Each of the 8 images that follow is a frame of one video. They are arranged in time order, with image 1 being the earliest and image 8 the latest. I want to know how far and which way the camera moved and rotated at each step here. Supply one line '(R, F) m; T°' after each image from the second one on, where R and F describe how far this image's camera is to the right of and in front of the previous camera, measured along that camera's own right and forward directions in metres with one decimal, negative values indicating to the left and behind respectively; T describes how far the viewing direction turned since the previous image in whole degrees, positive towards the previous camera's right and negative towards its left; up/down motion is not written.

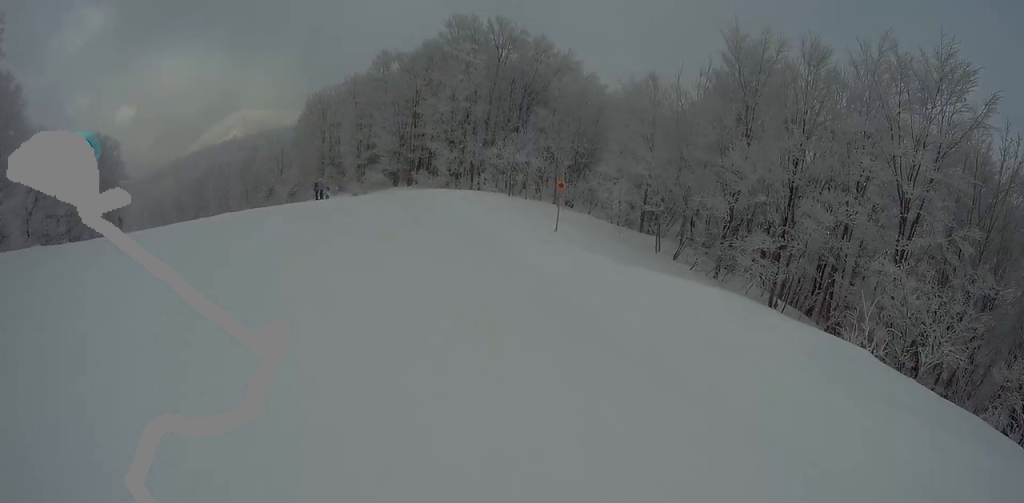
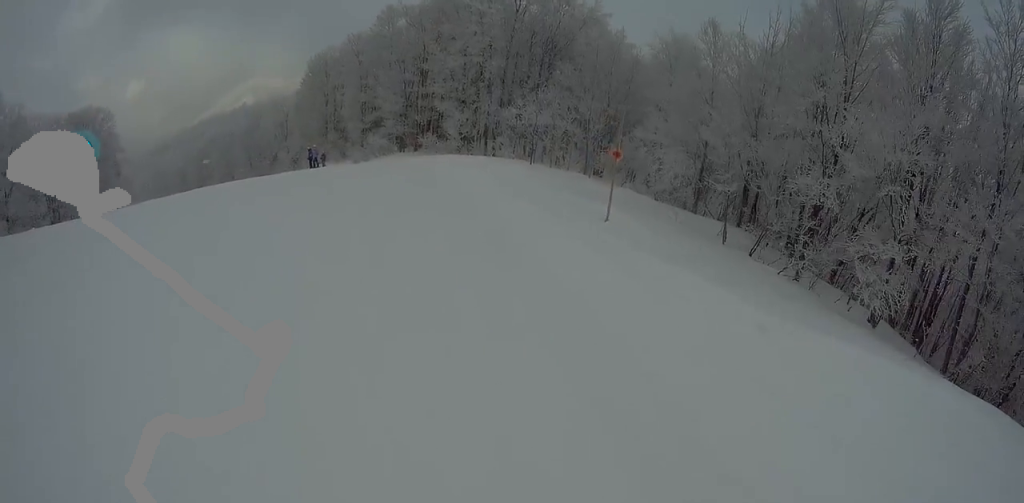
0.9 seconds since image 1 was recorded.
(0.0, +4.8) m; +8°
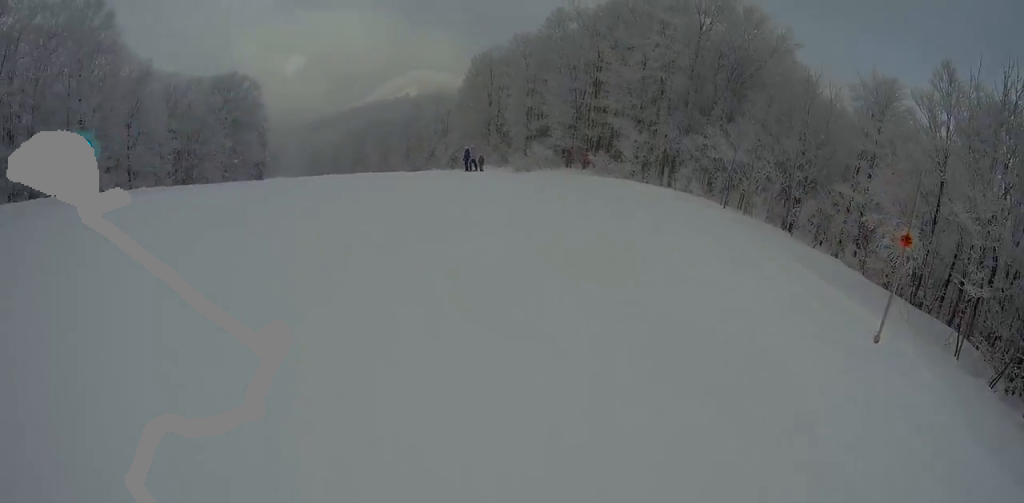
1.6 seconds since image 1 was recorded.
(+0.4, +3.9) m; 0°
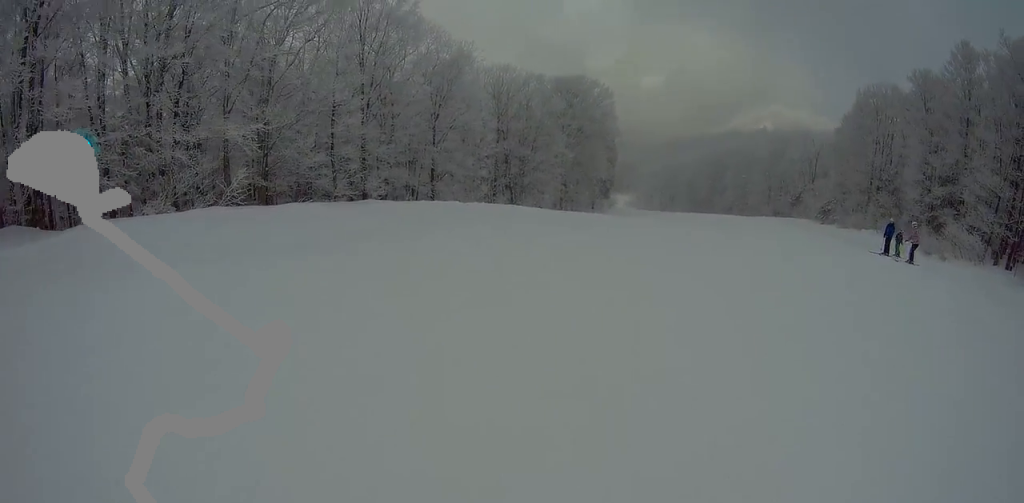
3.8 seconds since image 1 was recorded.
(-3.1, +10.1) m; -28°
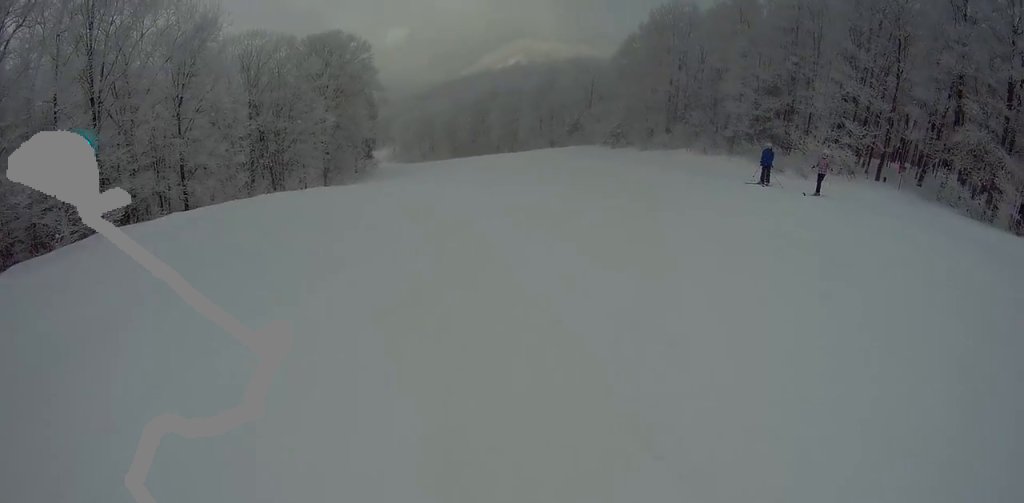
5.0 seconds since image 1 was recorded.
(+0.1, +6.2) m; -3°
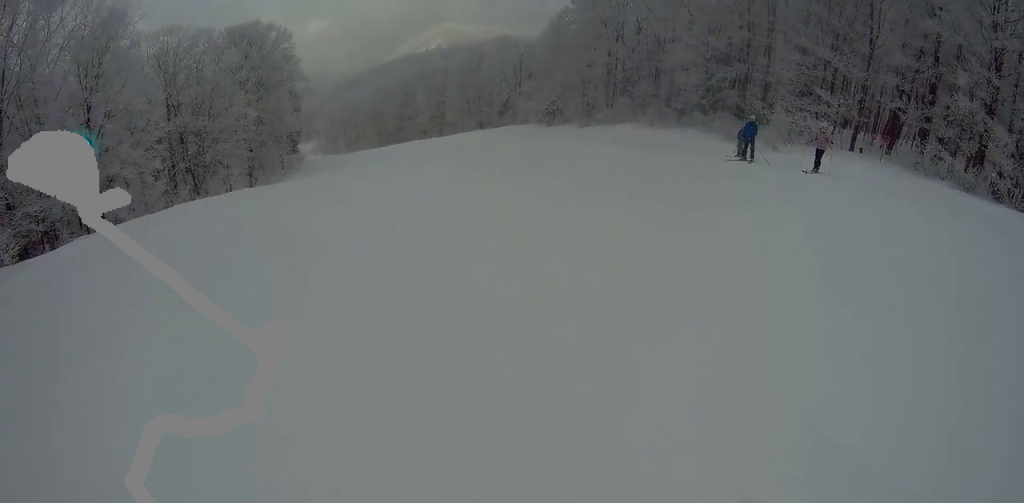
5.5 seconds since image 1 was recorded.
(-0.1, +2.8) m; -1°
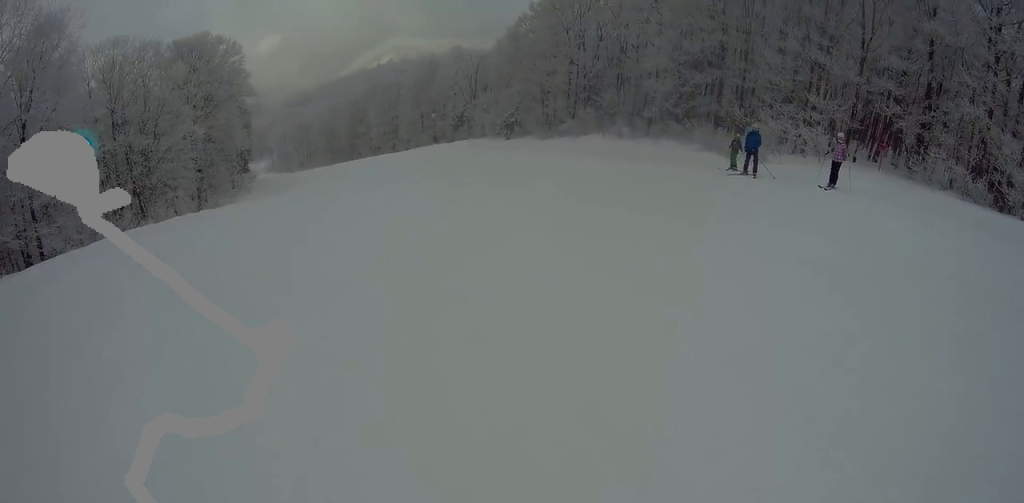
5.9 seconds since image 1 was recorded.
(-0.3, +2.4) m; +1°
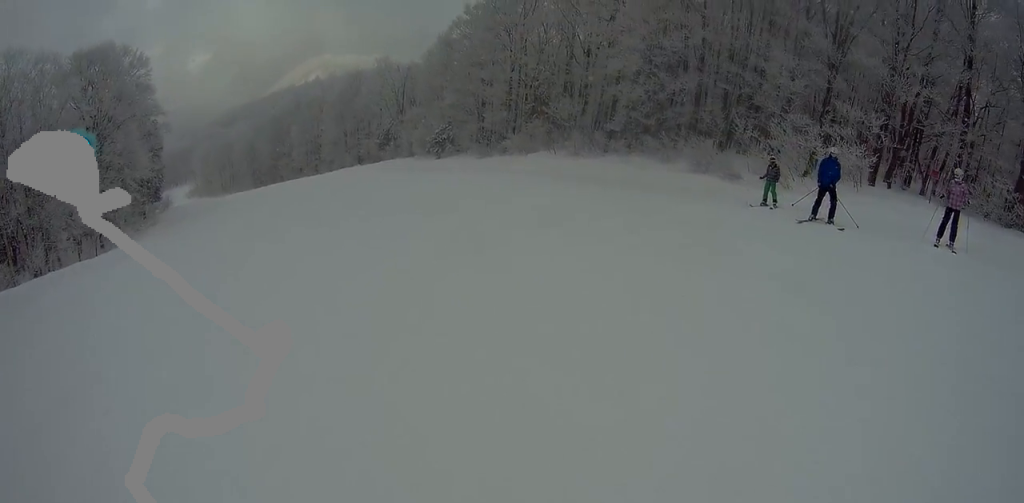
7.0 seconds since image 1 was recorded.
(+0.5, +6.5) m; +7°
